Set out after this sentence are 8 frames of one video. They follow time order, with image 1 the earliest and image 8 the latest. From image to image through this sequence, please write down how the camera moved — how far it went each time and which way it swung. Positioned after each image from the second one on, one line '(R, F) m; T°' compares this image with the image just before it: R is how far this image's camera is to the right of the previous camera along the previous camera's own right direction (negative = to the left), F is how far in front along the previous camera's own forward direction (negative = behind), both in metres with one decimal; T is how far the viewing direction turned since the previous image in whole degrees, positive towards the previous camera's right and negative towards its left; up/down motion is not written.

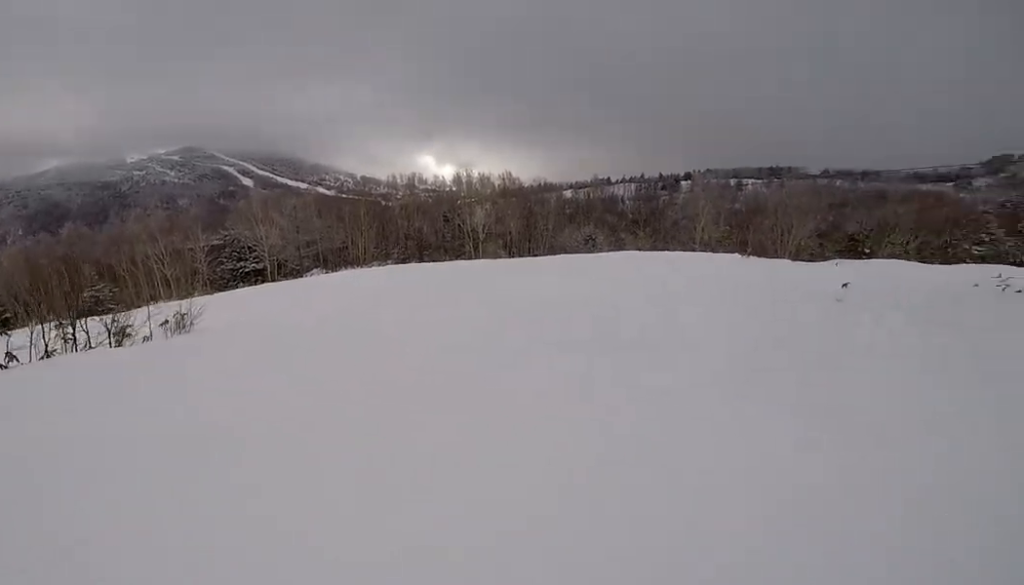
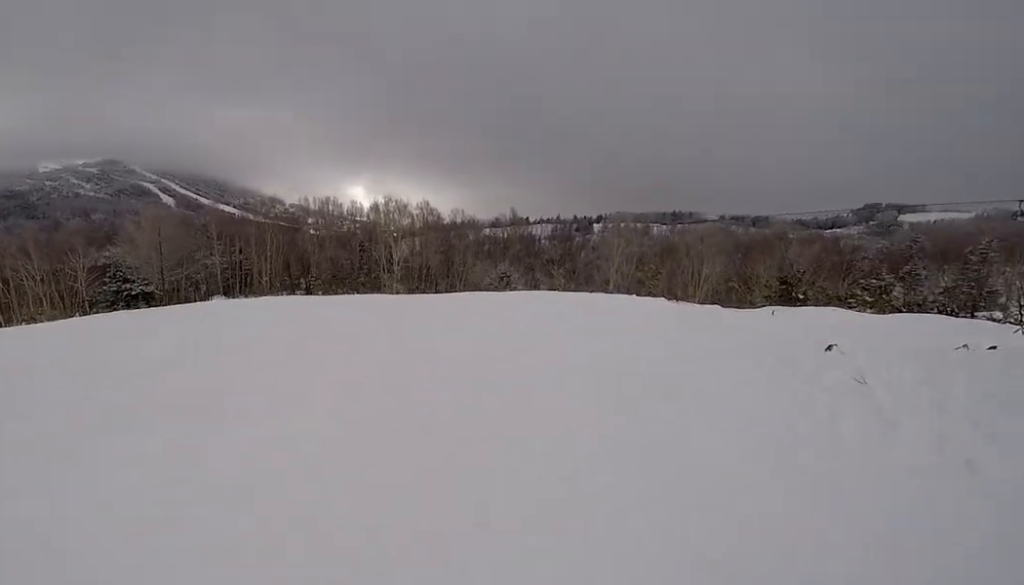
(+0.6, +4.6) m; +8°
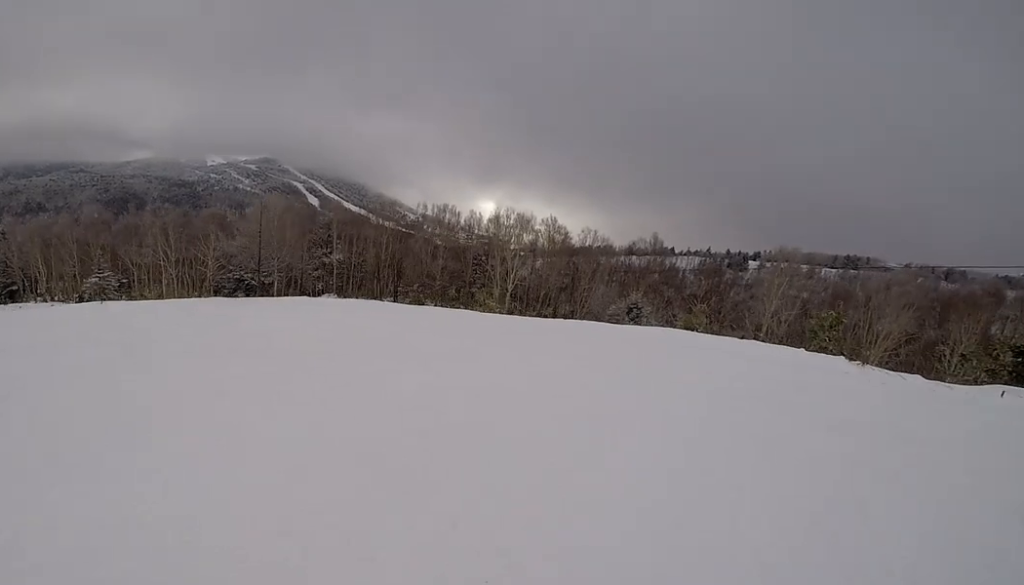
(0.0, +2.8) m; -10°
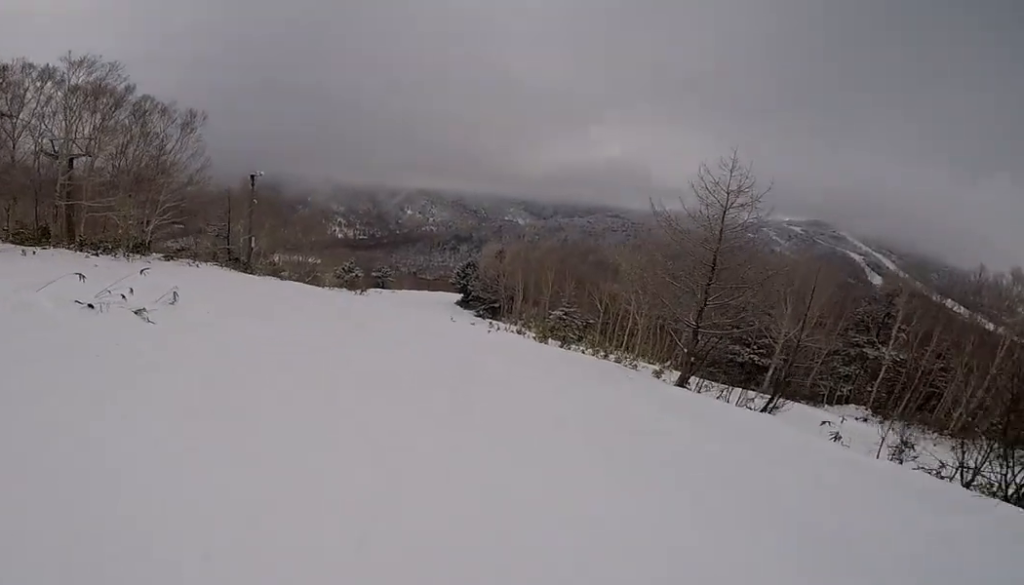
(-6.6, +9.0) m; -85°
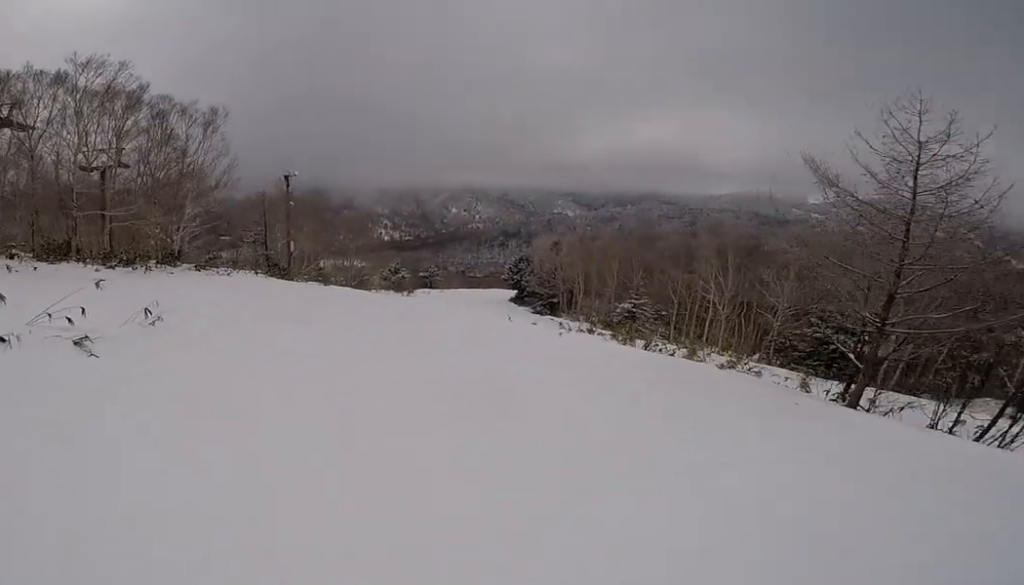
(-1.8, +3.2) m; -12°
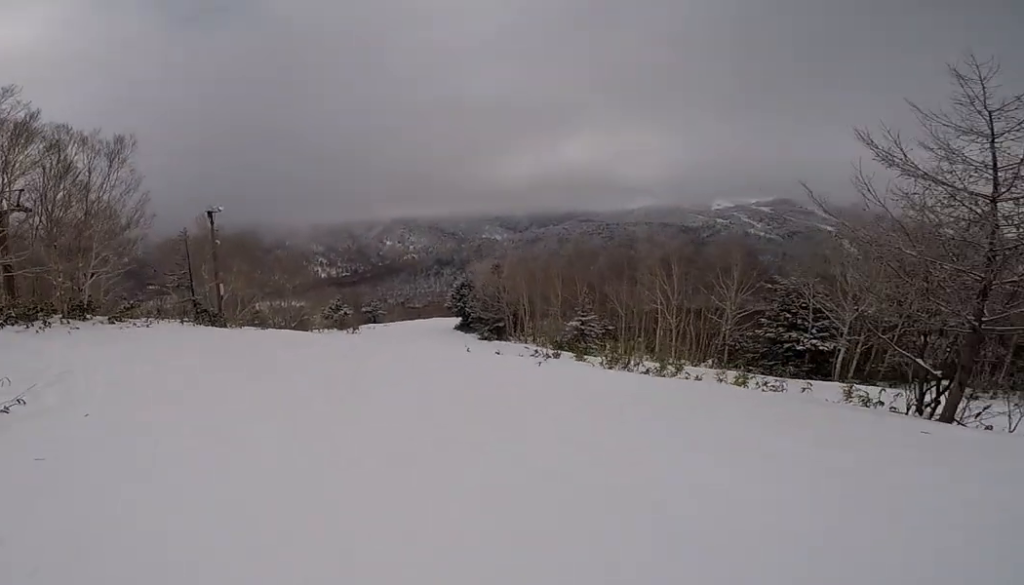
(+0.1, +3.1) m; +2°
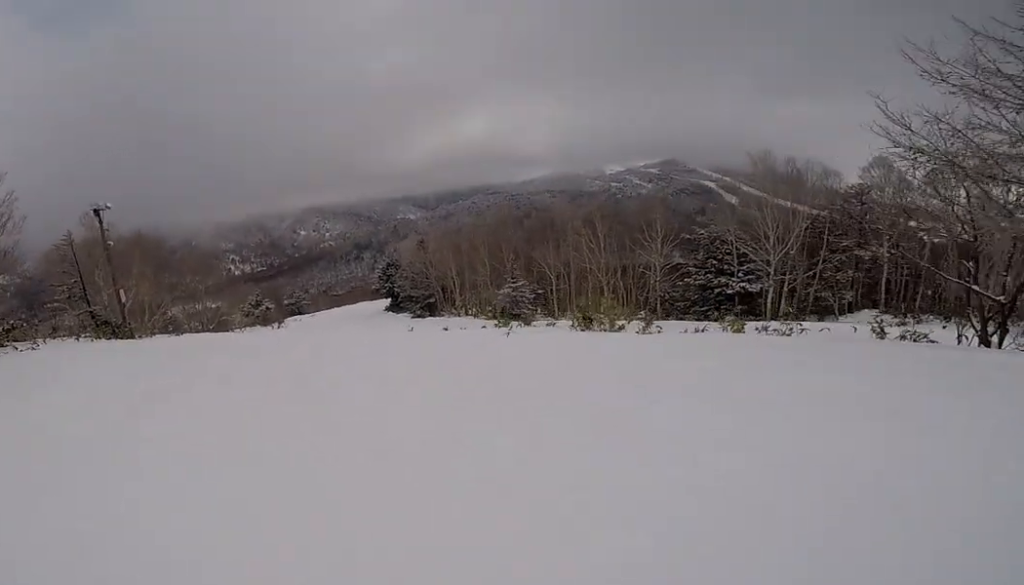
(+0.4, +2.8) m; +7°
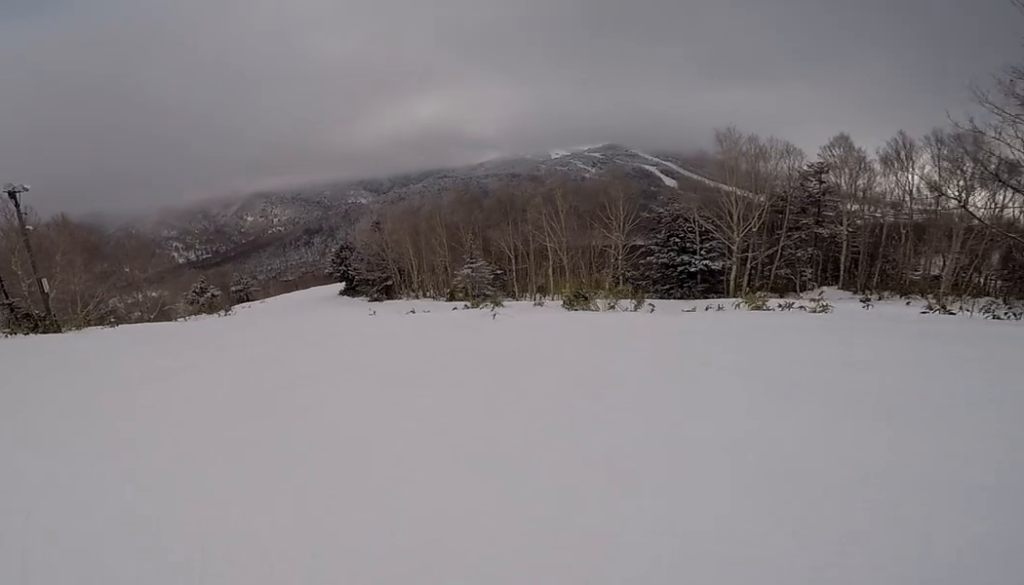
(+0.1, +2.4) m; +5°
